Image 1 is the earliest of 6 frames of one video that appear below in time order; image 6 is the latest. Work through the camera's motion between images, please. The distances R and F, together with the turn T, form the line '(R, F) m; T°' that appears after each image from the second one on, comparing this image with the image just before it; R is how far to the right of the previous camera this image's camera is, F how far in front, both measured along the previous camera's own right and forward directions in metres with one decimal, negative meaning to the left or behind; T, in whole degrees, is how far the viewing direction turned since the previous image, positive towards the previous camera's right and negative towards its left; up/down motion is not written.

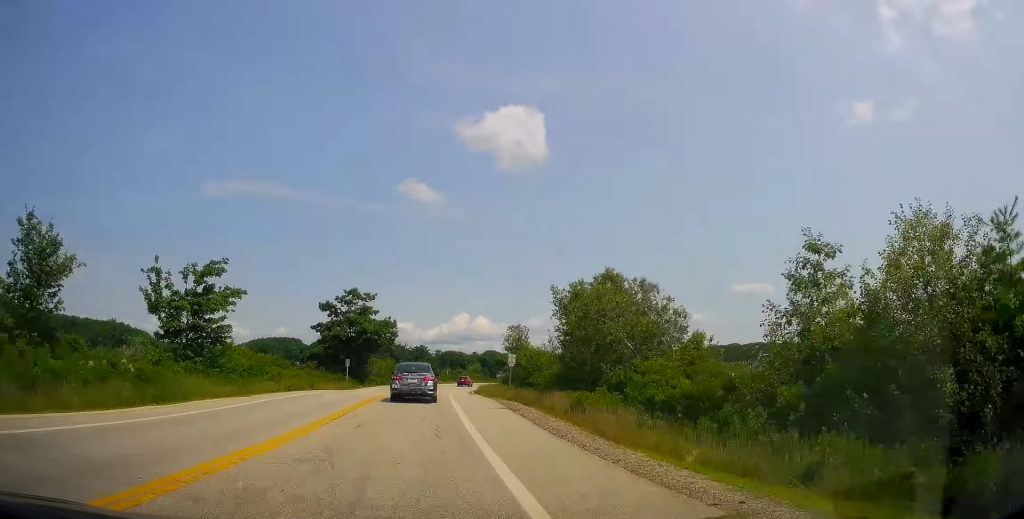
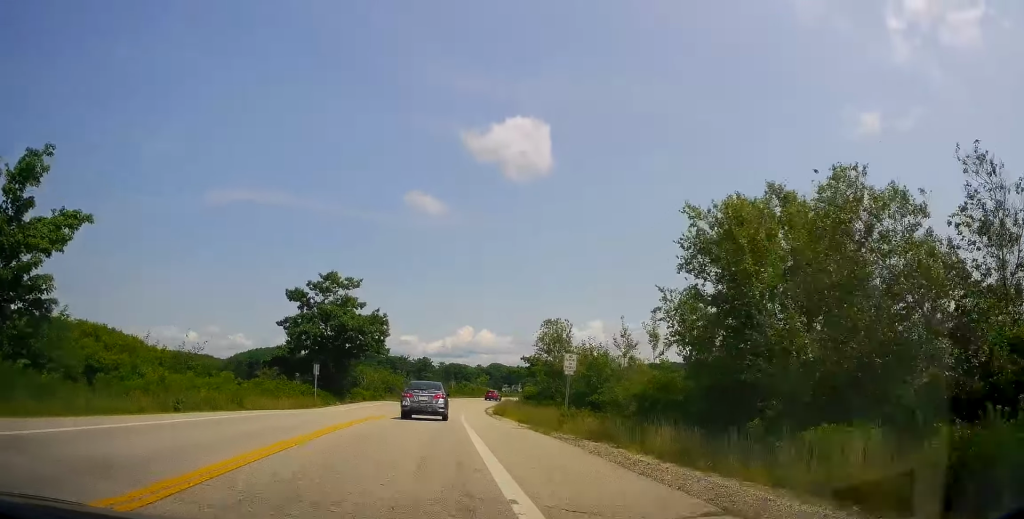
(-0.3, +15.3) m; 0°
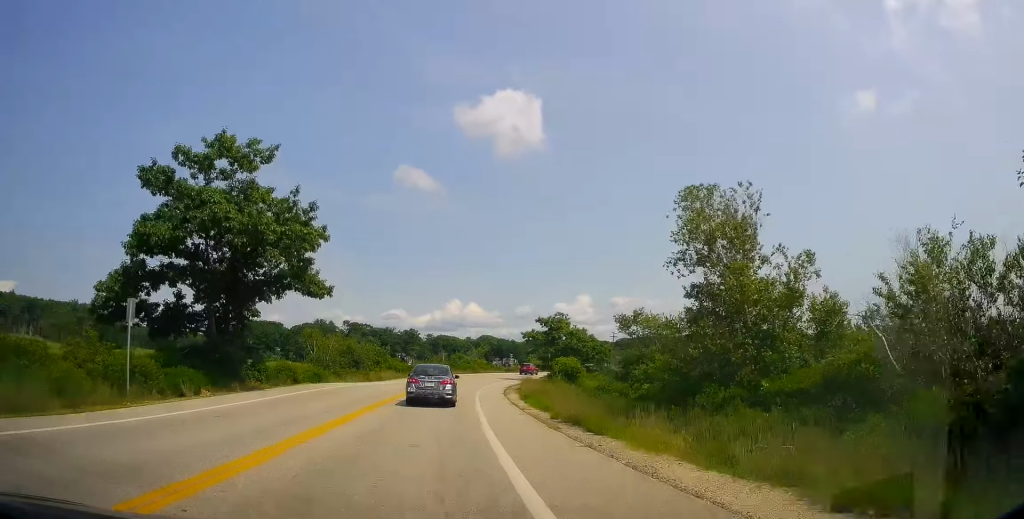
(+0.7, +23.1) m; +4°
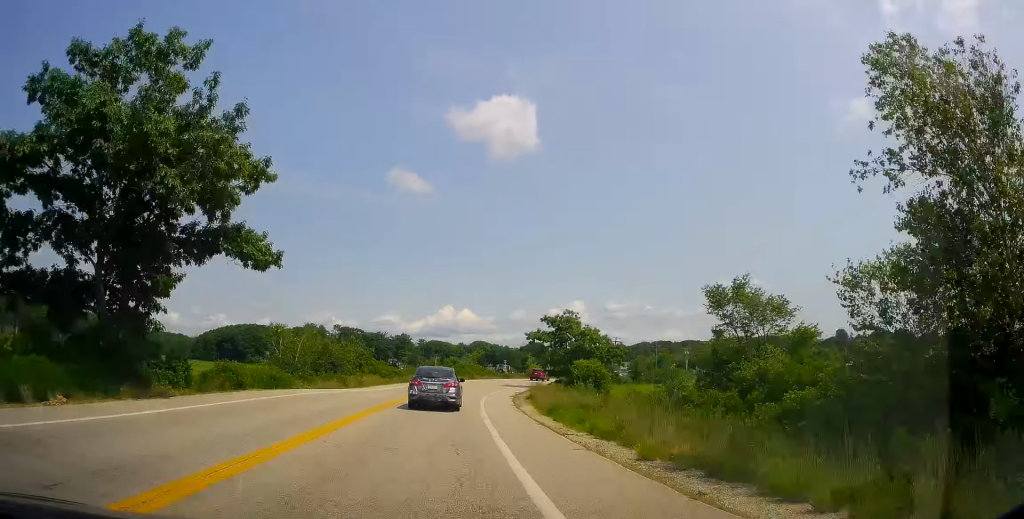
(+0.1, +8.0) m; +1°
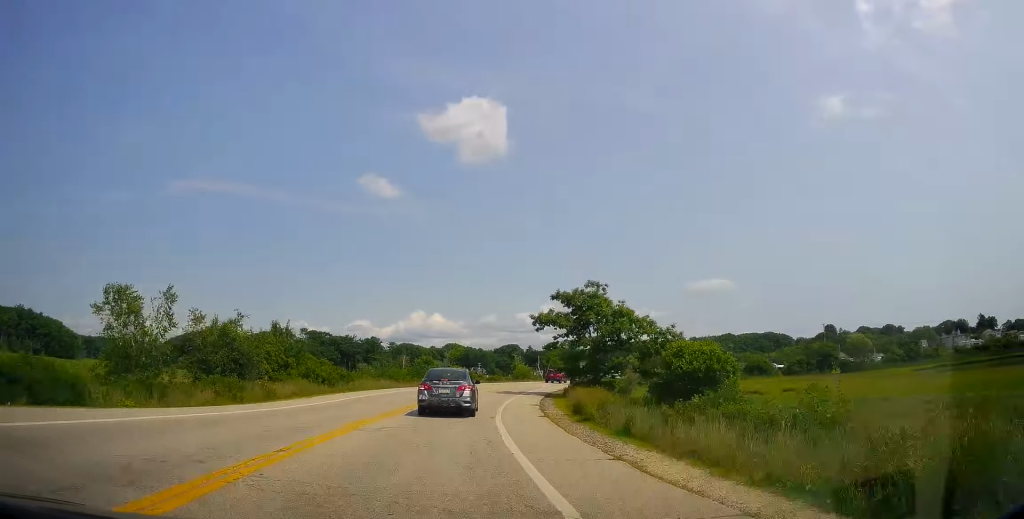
(+0.1, +17.2) m; +1°
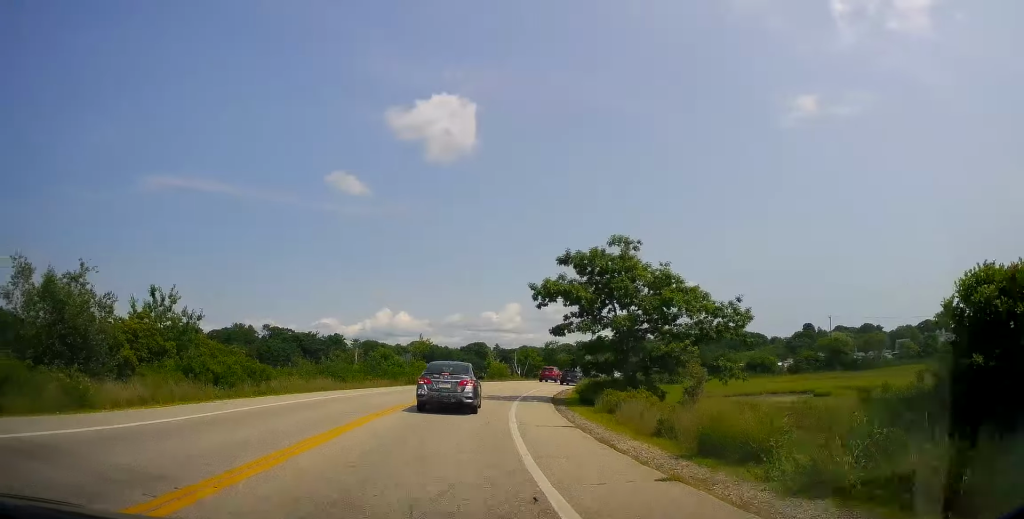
(0.0, +11.9) m; +4°
